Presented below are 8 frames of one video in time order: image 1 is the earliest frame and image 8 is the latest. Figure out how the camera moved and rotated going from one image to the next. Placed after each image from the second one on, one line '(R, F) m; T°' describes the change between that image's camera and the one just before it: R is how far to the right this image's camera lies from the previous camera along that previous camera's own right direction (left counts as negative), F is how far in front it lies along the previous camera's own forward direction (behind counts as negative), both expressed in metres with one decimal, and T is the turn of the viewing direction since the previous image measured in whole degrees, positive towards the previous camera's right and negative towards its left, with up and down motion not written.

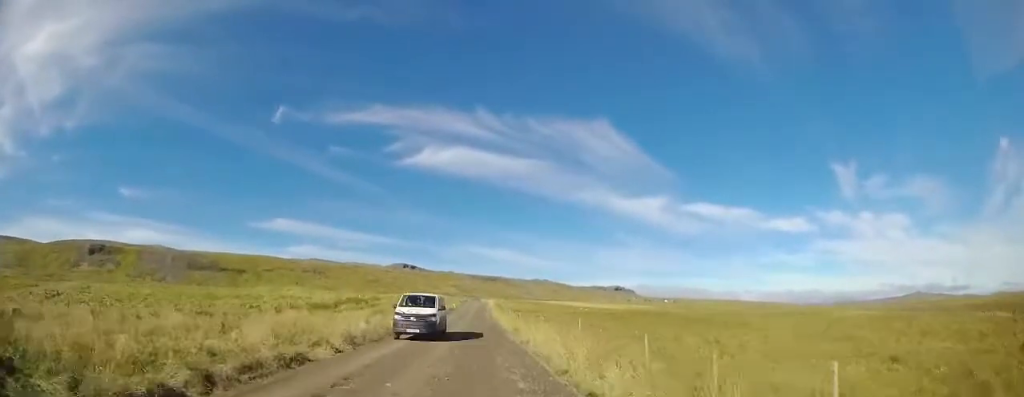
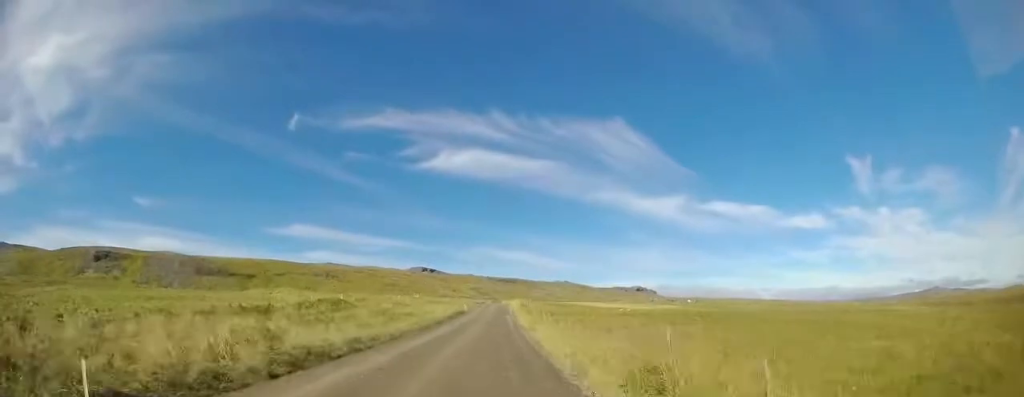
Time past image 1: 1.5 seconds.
(-0.5, +17.4) m; -4°
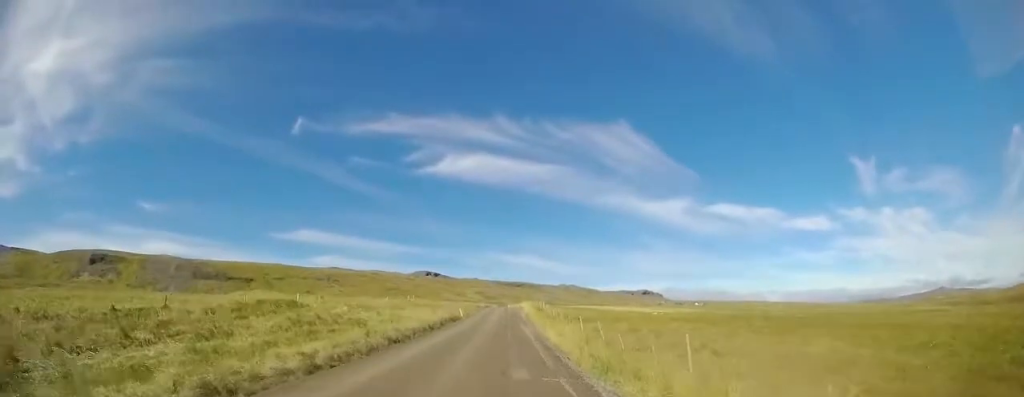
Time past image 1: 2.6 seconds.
(-0.4, +14.0) m; -1°
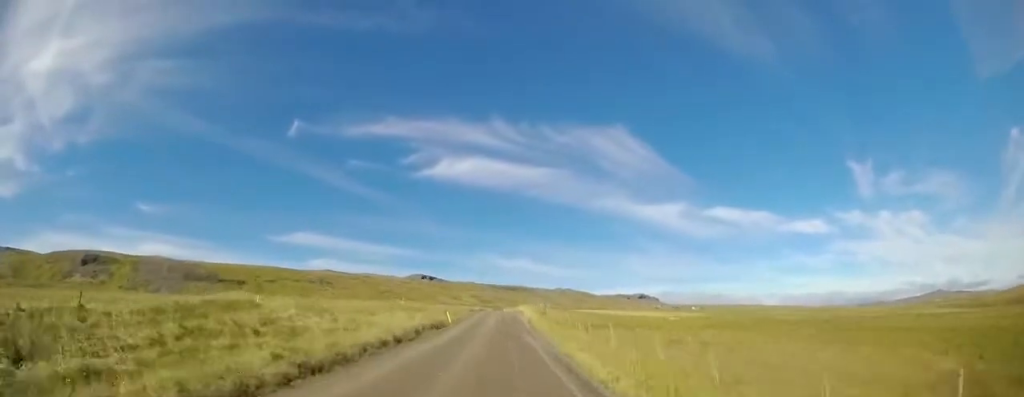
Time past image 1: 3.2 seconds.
(-0.1, +6.9) m; +2°
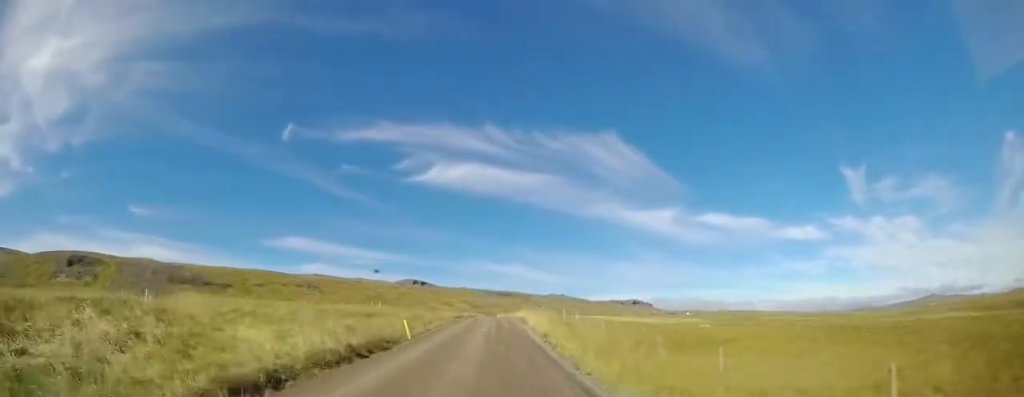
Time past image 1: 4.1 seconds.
(+0.5, +12.9) m; +1°
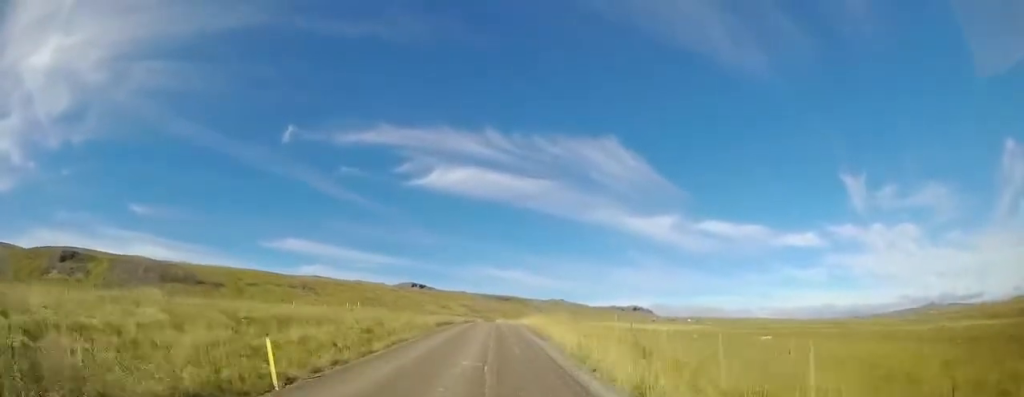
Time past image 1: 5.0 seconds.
(-0.2, +11.9) m; 0°
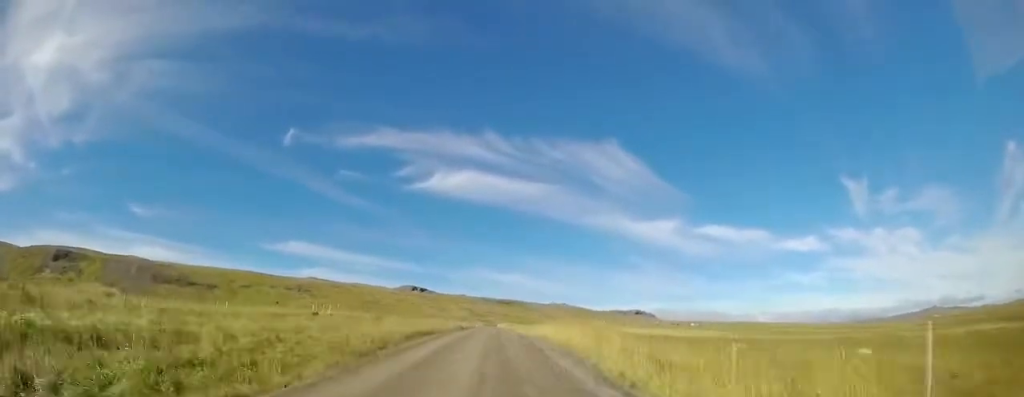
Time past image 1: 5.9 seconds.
(0.0, +12.4) m; 0°
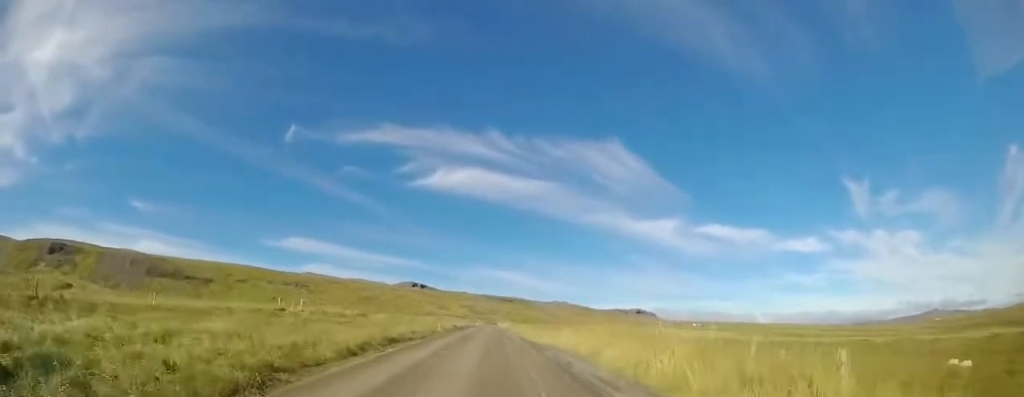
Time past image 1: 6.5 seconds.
(0.0, +8.7) m; 0°
